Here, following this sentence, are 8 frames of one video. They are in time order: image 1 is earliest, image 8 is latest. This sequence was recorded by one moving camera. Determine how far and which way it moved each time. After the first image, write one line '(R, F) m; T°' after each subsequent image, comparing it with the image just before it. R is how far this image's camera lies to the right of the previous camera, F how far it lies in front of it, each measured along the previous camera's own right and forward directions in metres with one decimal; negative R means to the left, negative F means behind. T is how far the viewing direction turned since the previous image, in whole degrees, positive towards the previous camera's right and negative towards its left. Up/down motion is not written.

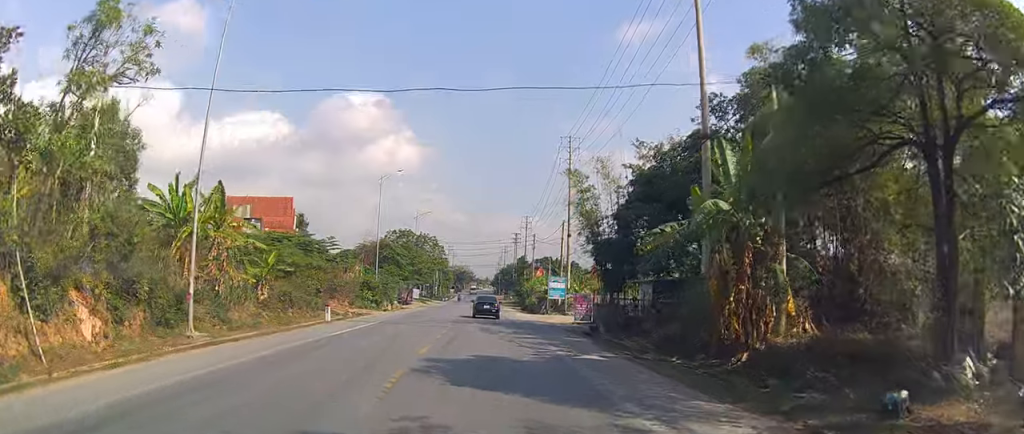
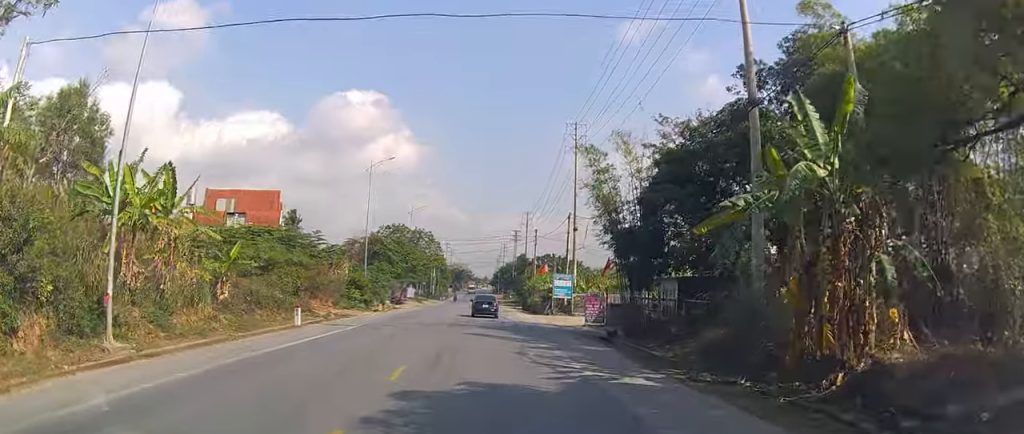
(-0.1, +5.1) m; 0°
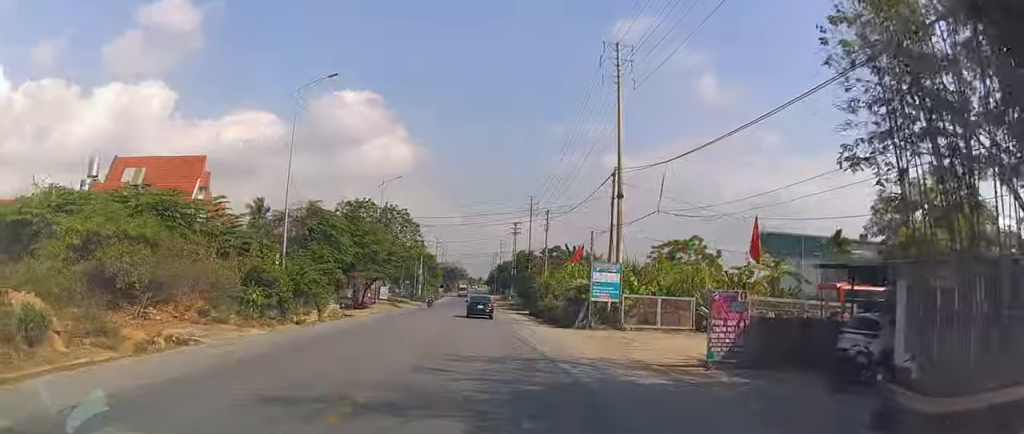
(0.0, +21.1) m; +2°
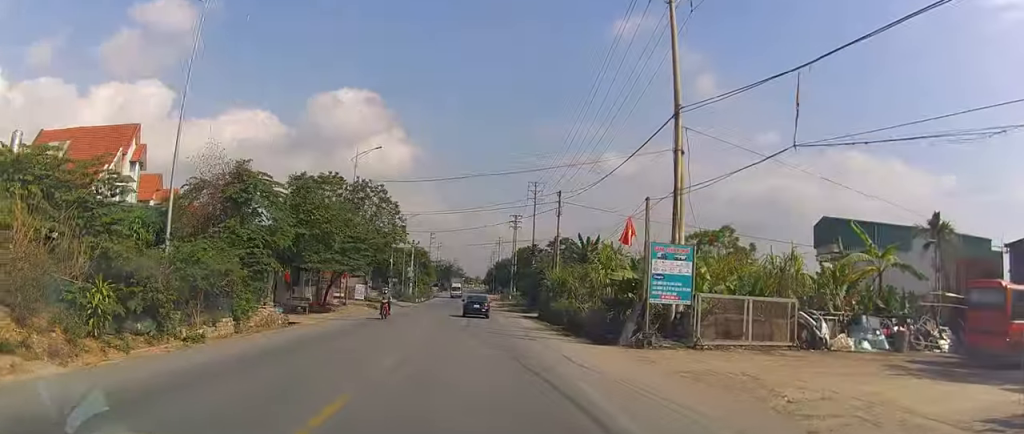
(+0.2, +12.3) m; 0°
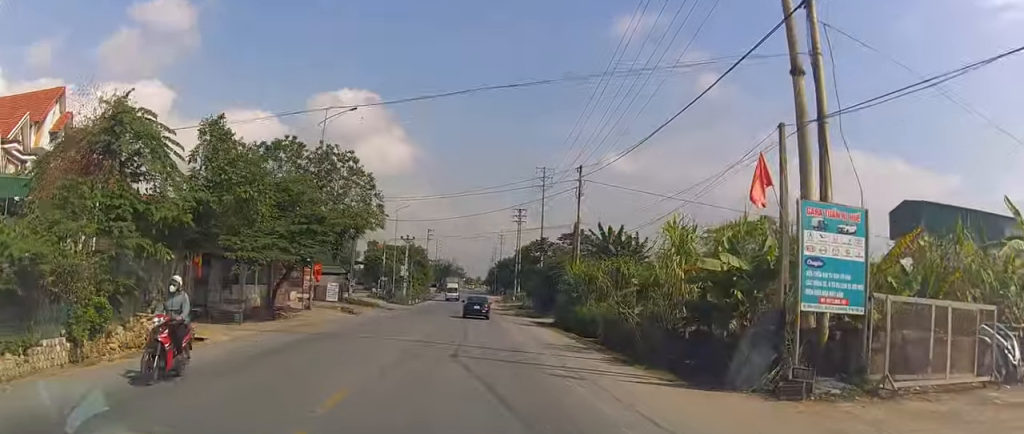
(-0.2, +11.0) m; -1°
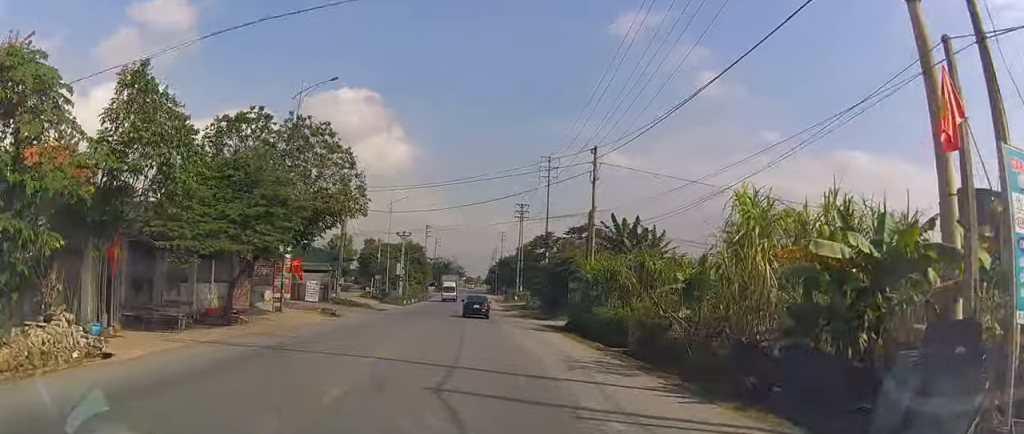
(-0.1, +5.7) m; 0°
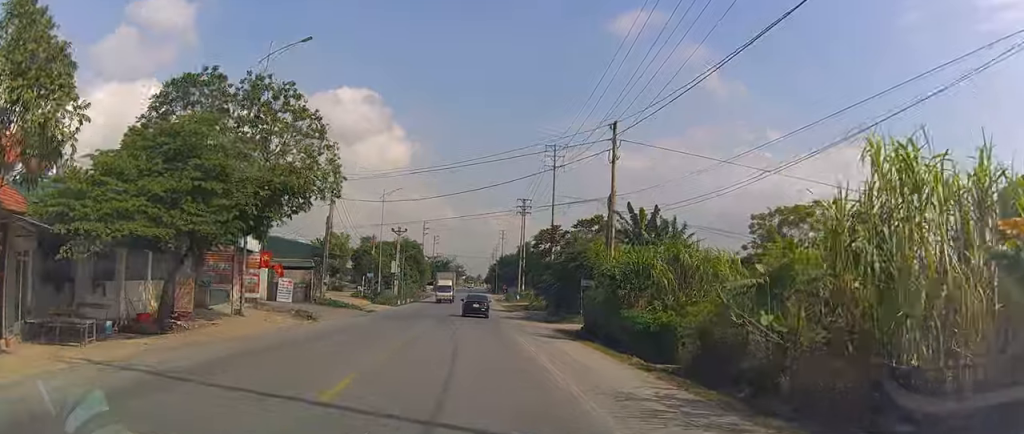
(0.0, +5.7) m; 0°
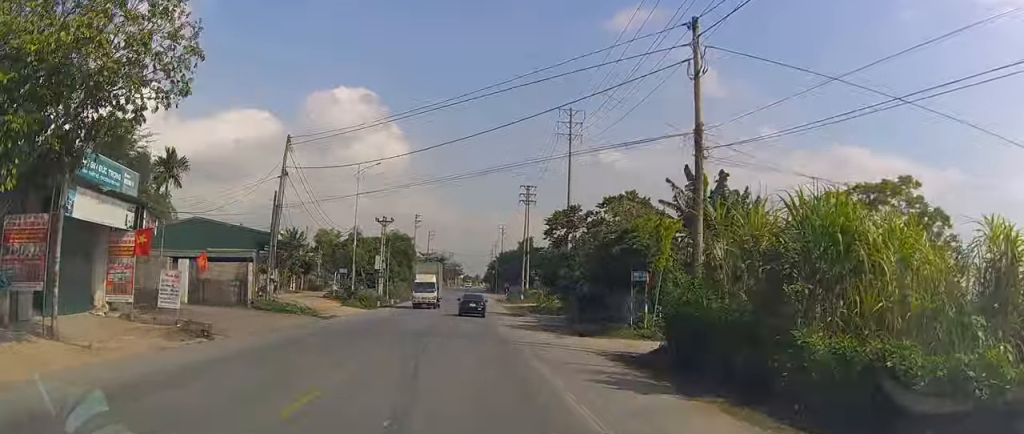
(+0.3, +13.6) m; +2°
